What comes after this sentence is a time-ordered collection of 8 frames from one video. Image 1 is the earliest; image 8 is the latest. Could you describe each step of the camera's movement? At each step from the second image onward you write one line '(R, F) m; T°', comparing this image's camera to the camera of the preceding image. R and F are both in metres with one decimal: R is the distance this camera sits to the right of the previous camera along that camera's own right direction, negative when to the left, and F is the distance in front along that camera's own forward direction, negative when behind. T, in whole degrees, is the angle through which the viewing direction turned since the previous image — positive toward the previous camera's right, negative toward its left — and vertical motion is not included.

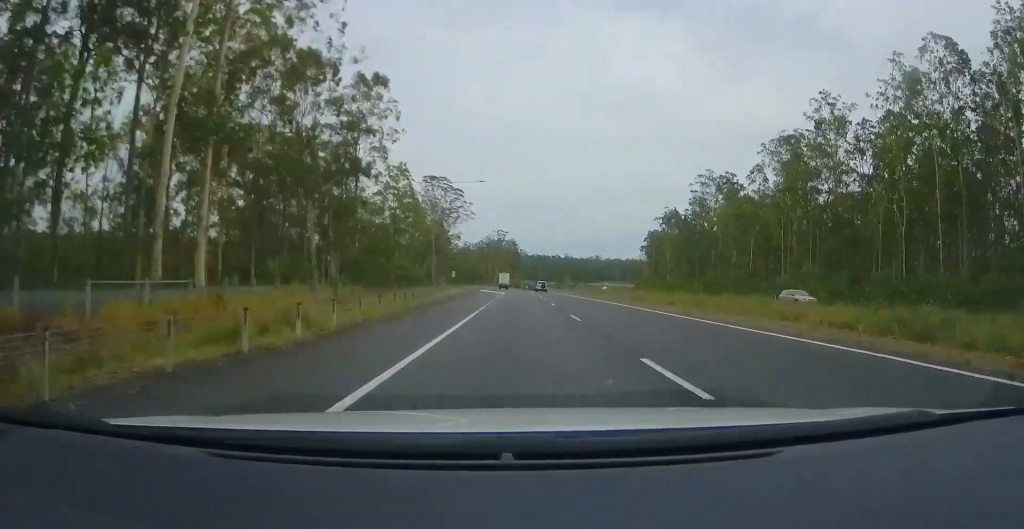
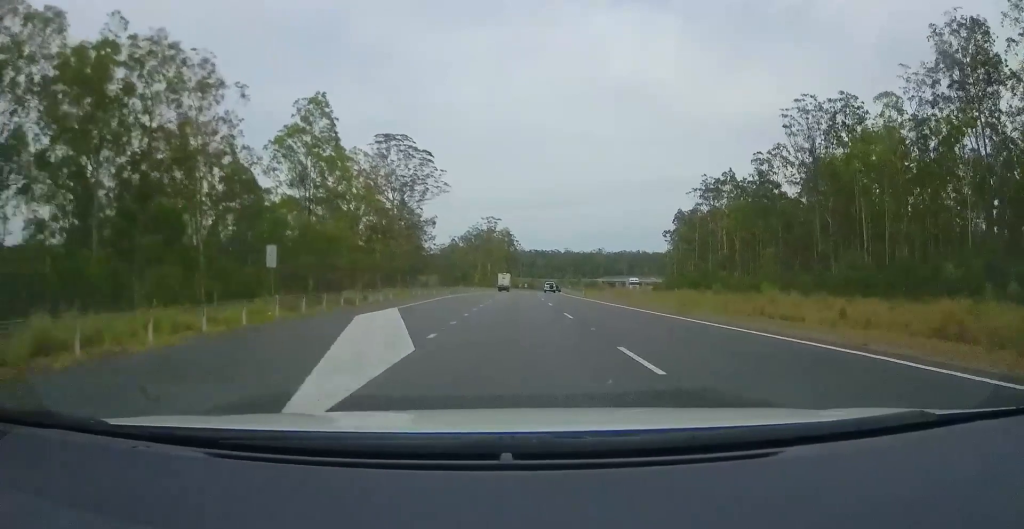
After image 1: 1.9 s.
(+0.4, +57.0) m; -1°
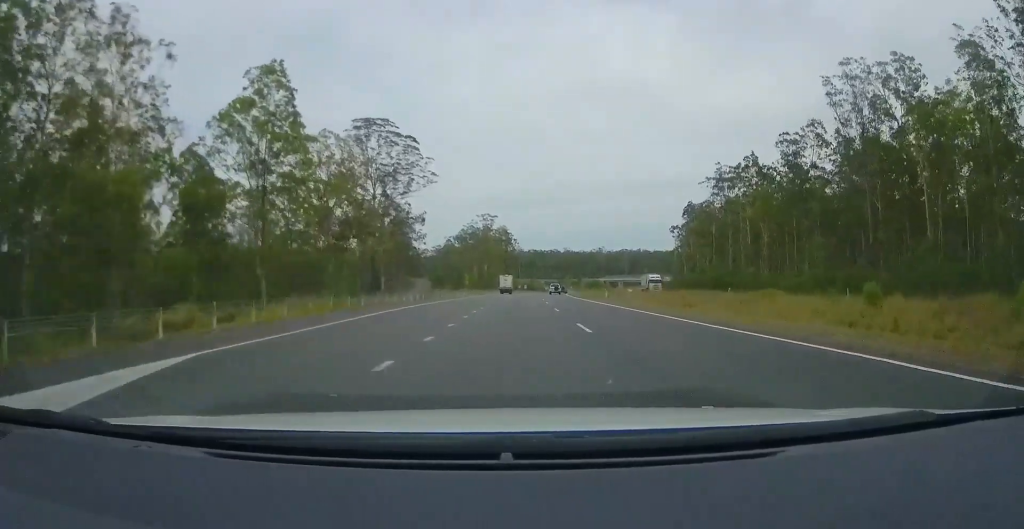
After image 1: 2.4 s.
(-0.5, +16.9) m; -1°
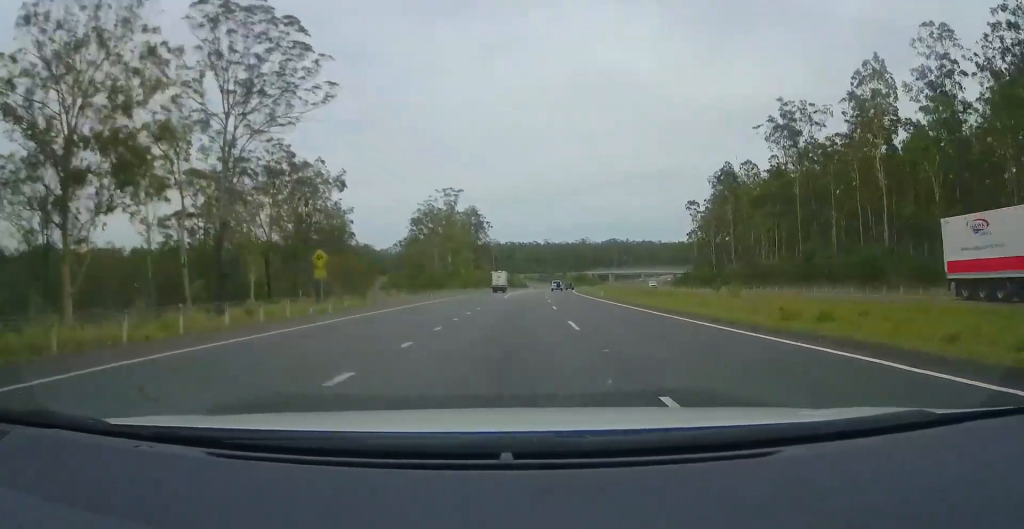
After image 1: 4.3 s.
(+1.4, +55.6) m; +4°
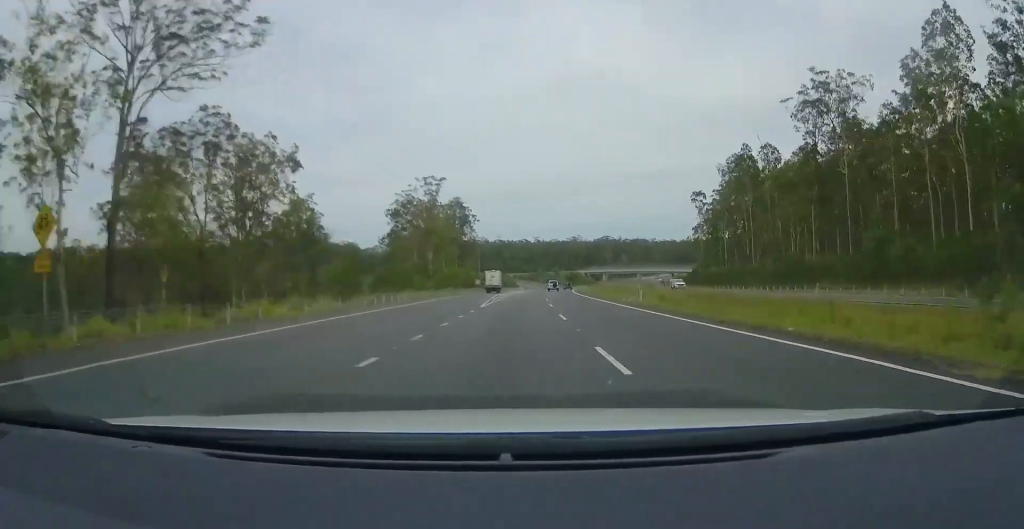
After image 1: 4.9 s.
(+0.3, +18.3) m; +2°
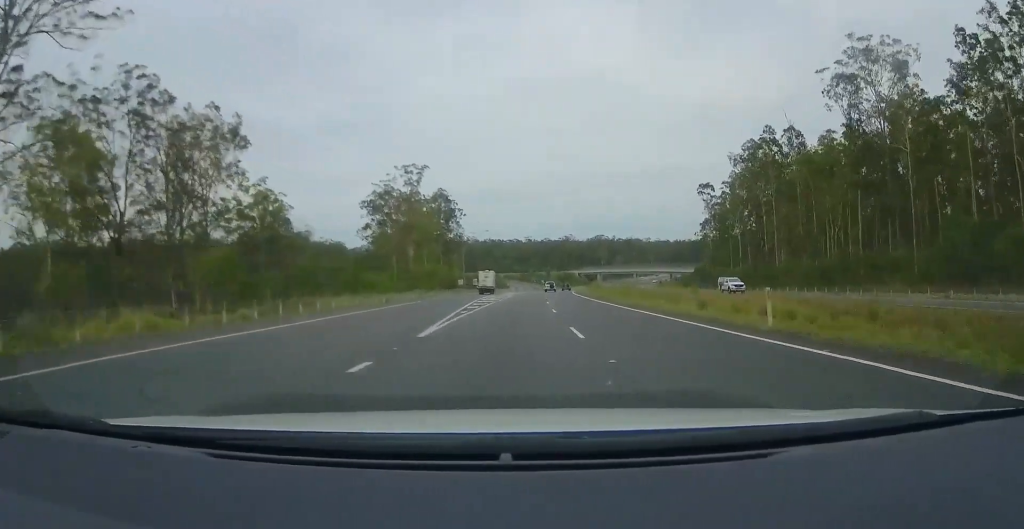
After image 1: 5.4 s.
(+0.4, +17.2) m; +1°
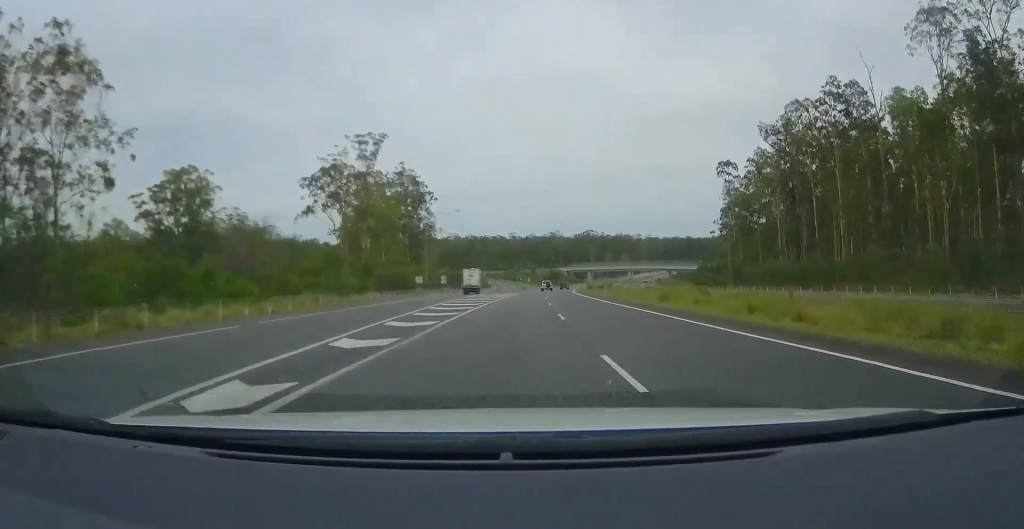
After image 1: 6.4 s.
(+0.4, +29.6) m; +2°
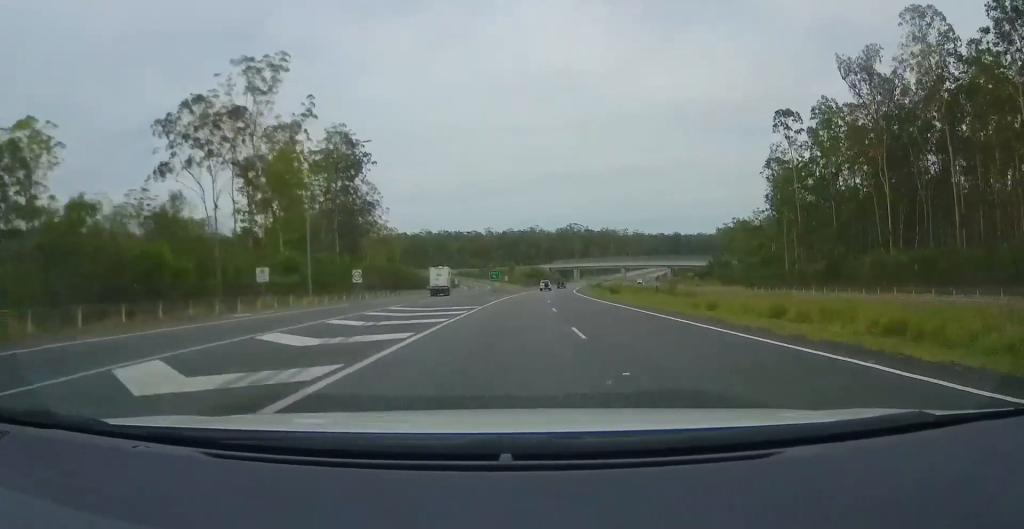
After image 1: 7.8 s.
(+0.9, +42.2) m; +2°
